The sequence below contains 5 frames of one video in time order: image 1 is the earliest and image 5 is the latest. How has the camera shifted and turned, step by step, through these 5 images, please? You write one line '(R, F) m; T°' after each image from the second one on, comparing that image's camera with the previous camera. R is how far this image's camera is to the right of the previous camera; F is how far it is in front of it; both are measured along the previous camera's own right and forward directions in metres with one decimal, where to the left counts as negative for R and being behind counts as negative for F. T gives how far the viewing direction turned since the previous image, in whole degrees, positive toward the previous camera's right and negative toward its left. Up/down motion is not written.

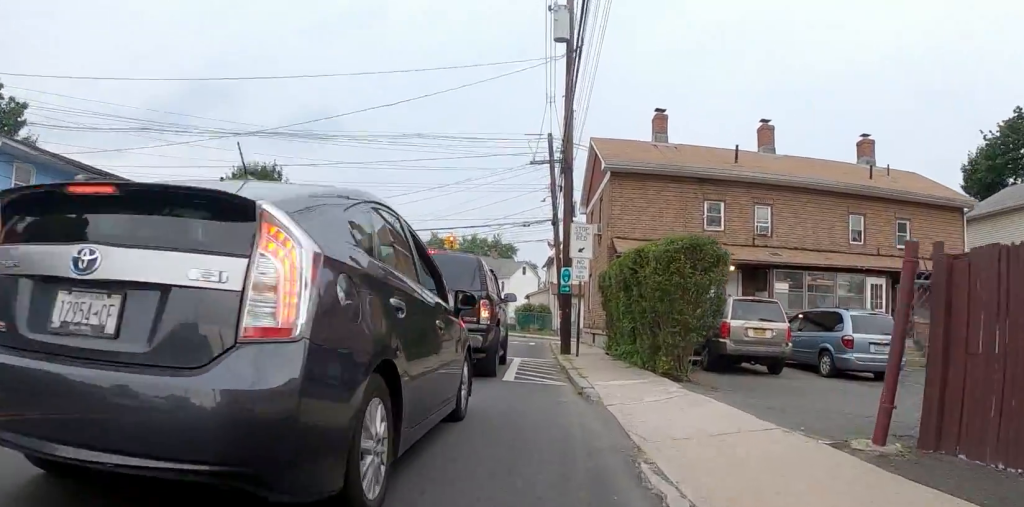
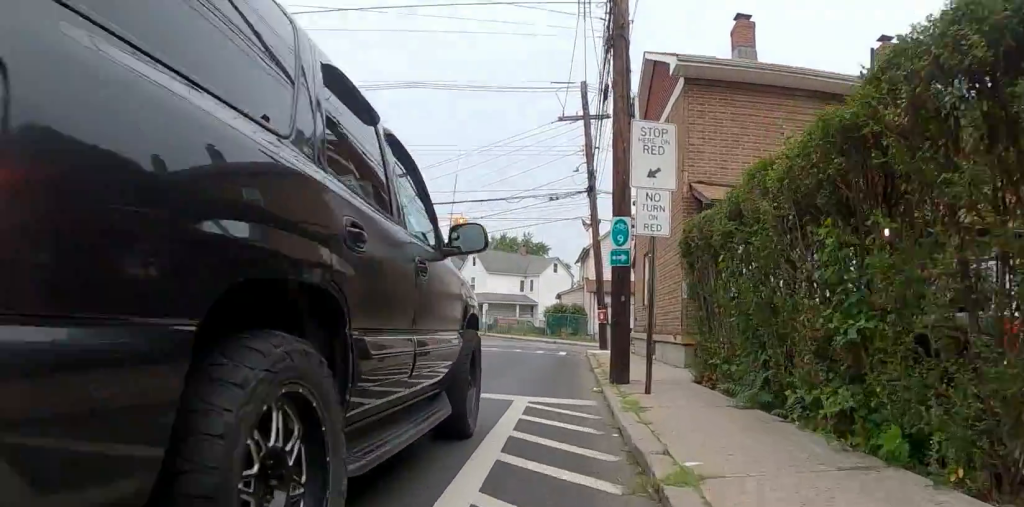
(-0.3, +7.6) m; -13°
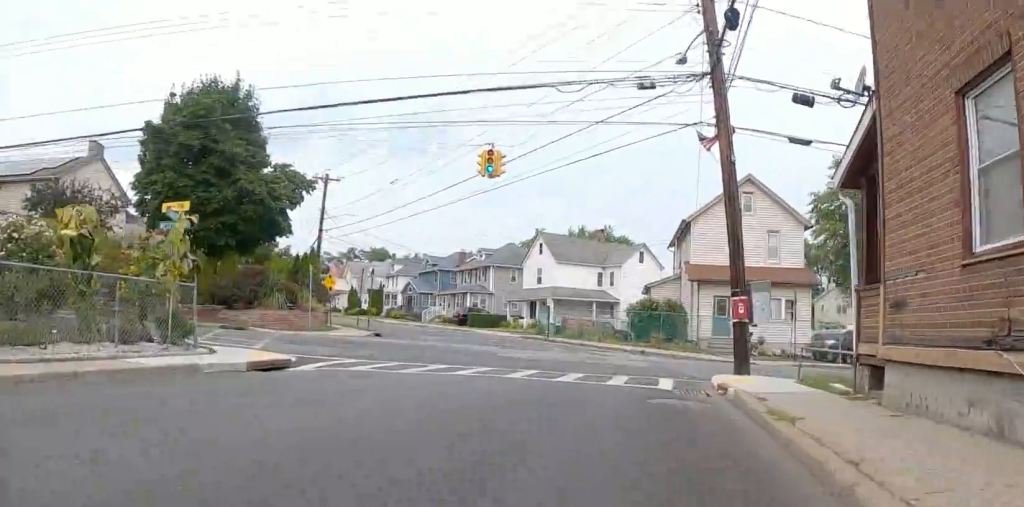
(-0.8, +10.8) m; +6°
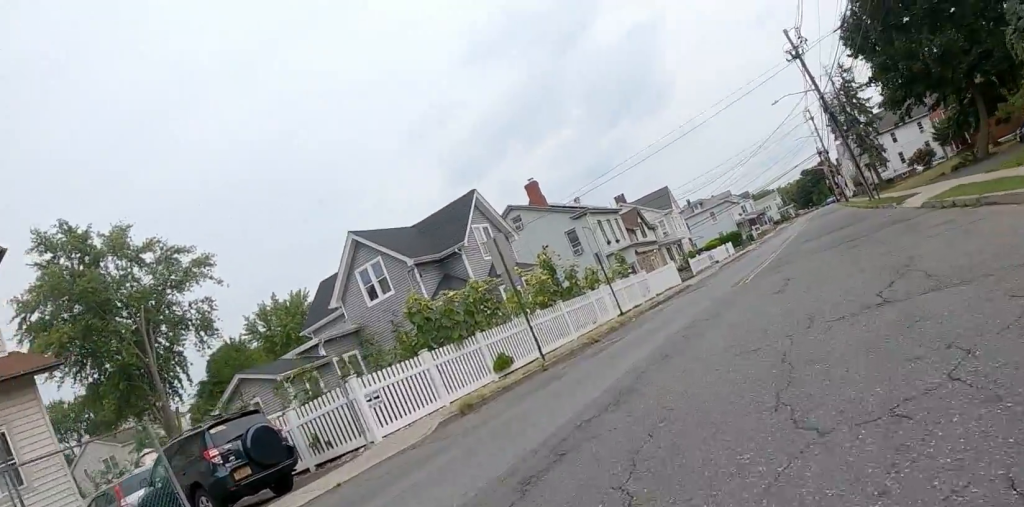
(+3.2, +16.6) m; +48°
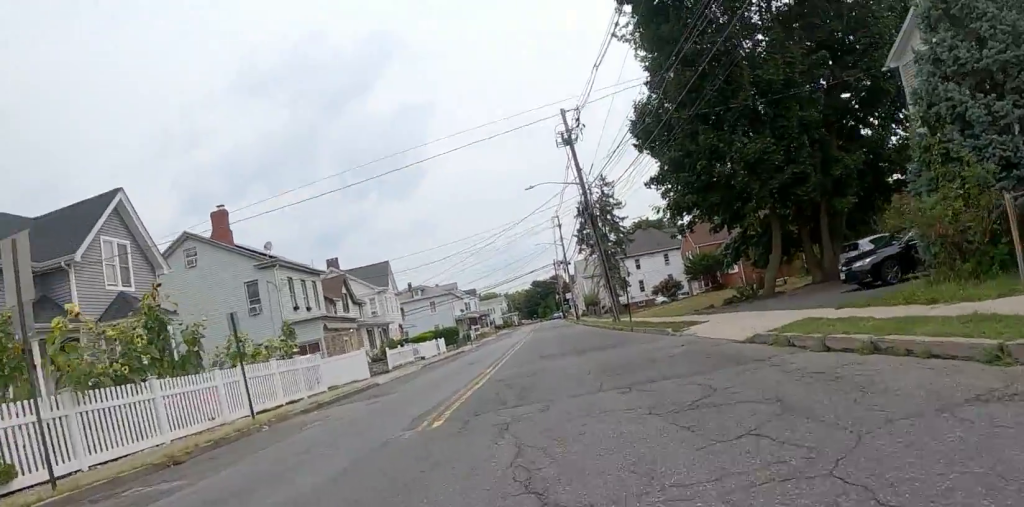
(+2.3, +6.0) m; +36°
